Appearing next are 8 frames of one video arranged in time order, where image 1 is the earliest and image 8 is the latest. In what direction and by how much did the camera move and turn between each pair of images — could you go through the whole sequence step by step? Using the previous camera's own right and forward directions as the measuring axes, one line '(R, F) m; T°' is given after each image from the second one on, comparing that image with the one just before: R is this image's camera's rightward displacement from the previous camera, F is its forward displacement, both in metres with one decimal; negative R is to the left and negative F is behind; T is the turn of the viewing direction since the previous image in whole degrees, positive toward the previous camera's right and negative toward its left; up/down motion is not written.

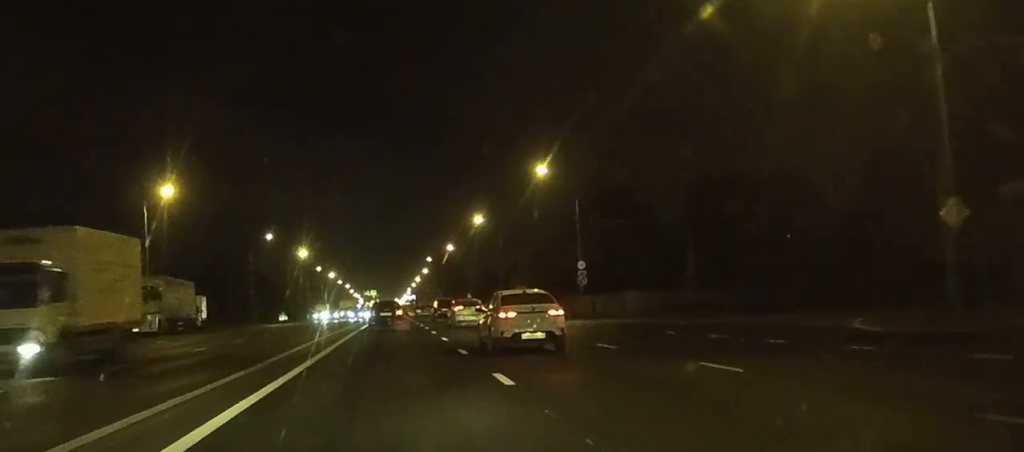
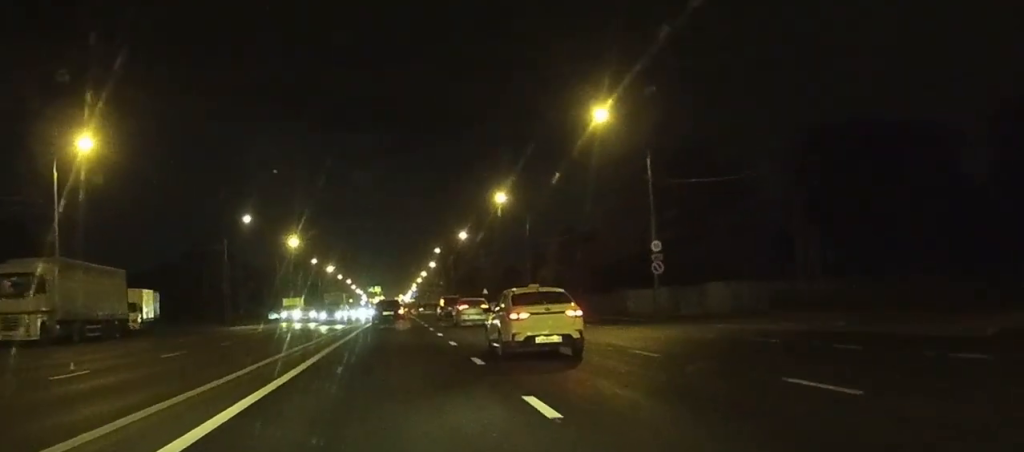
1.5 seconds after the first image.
(+0.4, +20.3) m; +1°
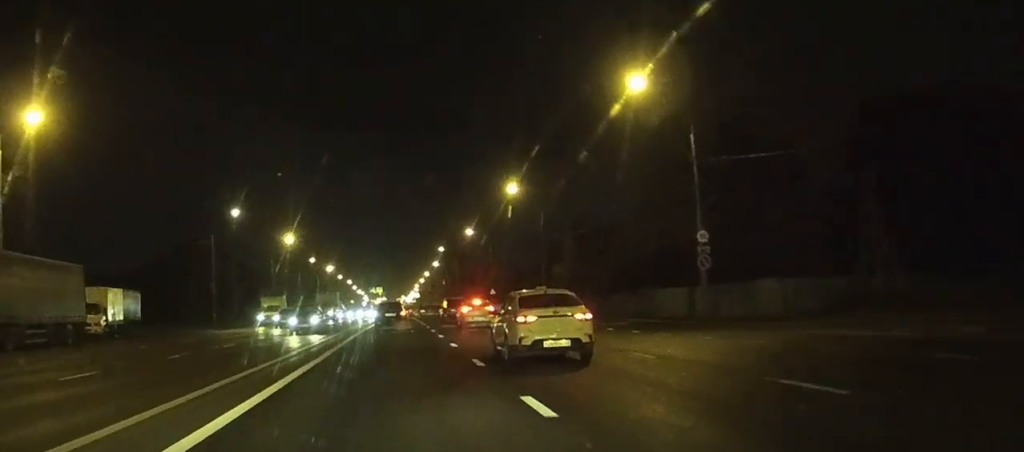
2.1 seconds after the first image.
(0.0, +8.0) m; -1°
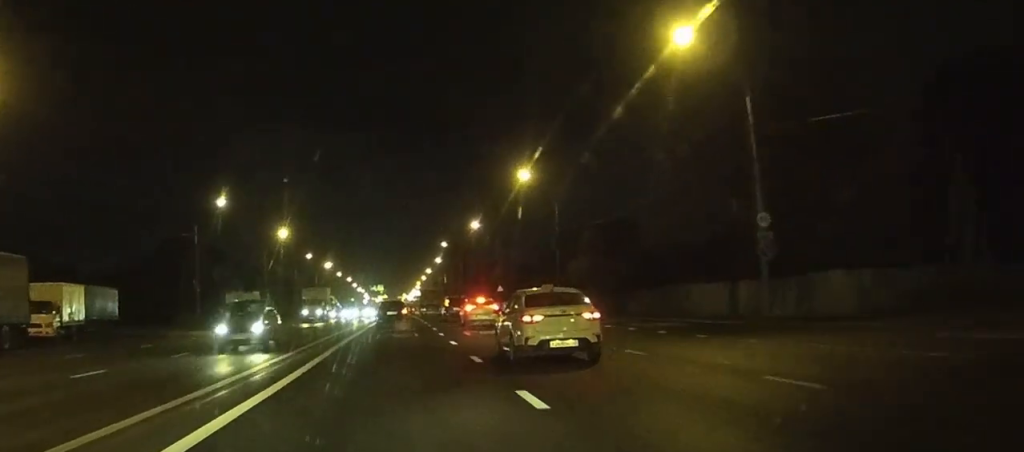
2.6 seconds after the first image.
(0.0, +7.7) m; -1°
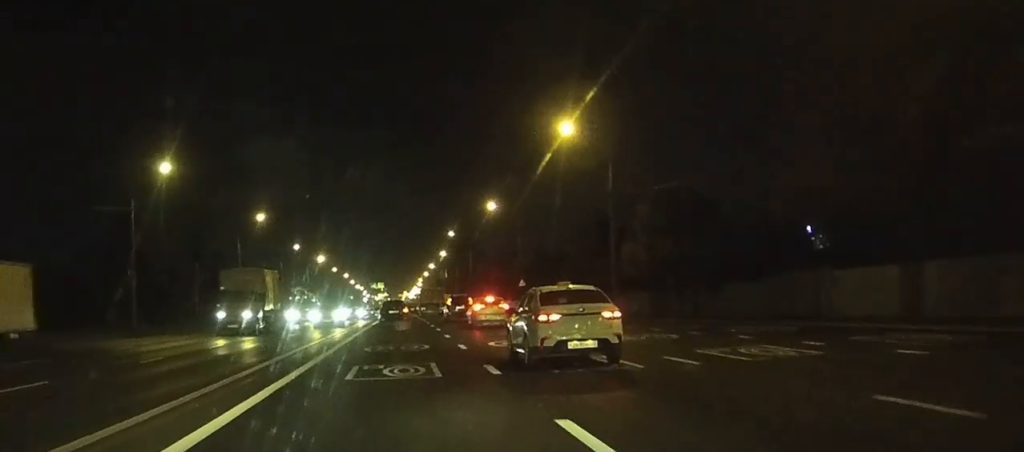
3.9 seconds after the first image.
(-0.3, +19.9) m; -1°
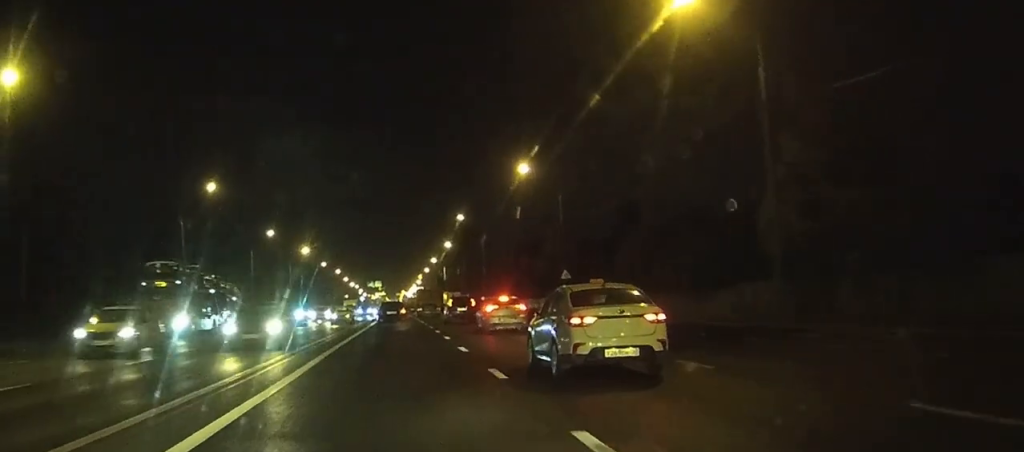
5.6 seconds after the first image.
(0.0, +25.4) m; 0°
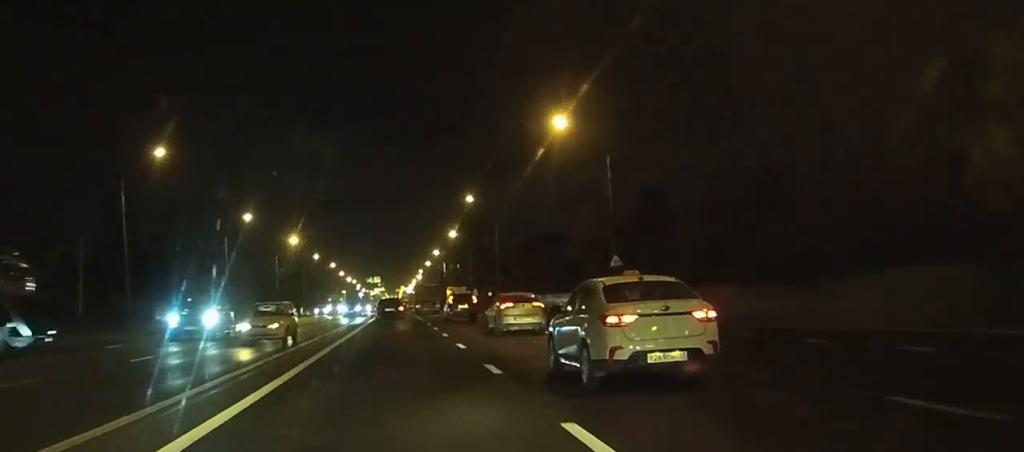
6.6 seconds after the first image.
(-0.1, +16.0) m; 0°
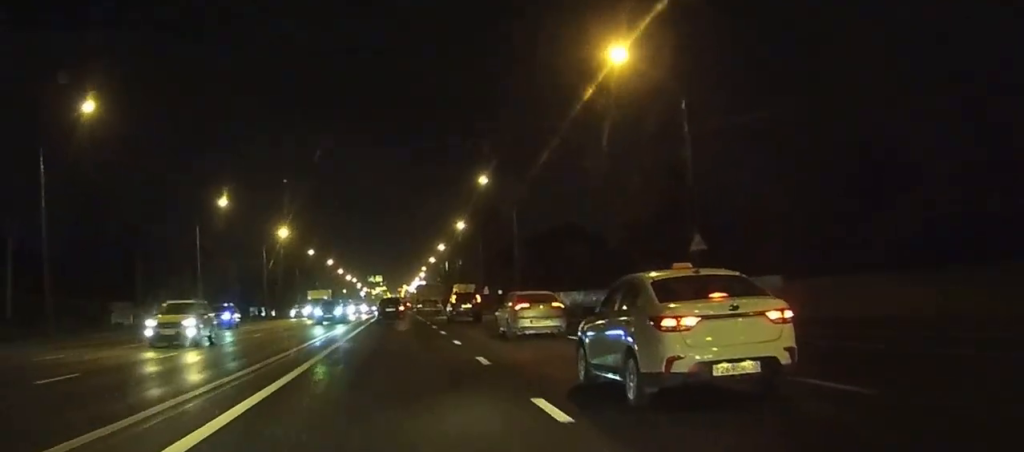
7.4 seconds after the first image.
(-0.1, +14.0) m; 0°
